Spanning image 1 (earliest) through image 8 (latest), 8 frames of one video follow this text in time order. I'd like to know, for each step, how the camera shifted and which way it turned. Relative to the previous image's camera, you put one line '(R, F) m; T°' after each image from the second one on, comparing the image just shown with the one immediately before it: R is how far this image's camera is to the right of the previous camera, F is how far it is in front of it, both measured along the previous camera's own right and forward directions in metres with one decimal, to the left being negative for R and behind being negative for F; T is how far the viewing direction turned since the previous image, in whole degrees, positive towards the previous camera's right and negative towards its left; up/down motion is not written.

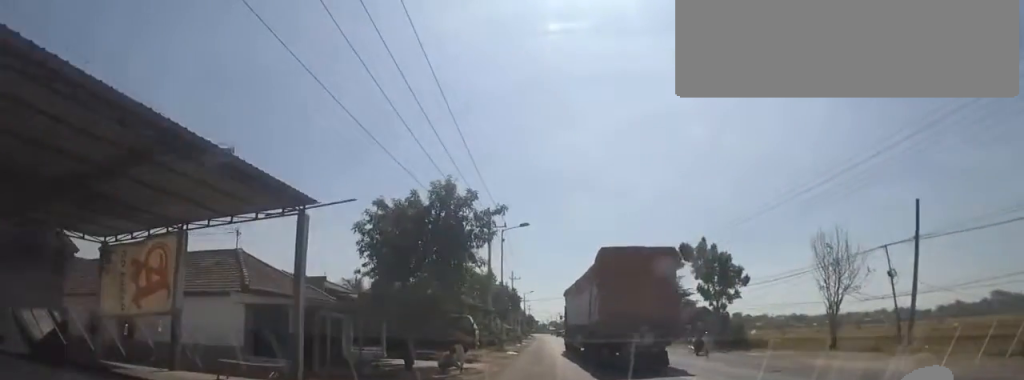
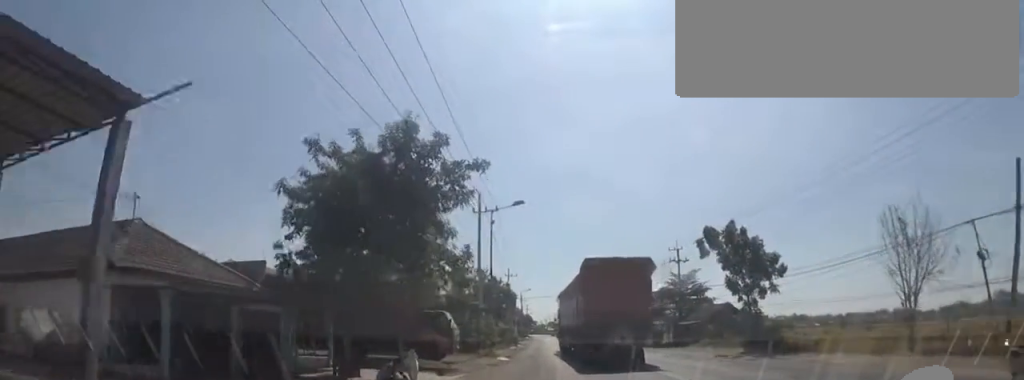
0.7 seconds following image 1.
(+0.3, +6.0) m; +3°
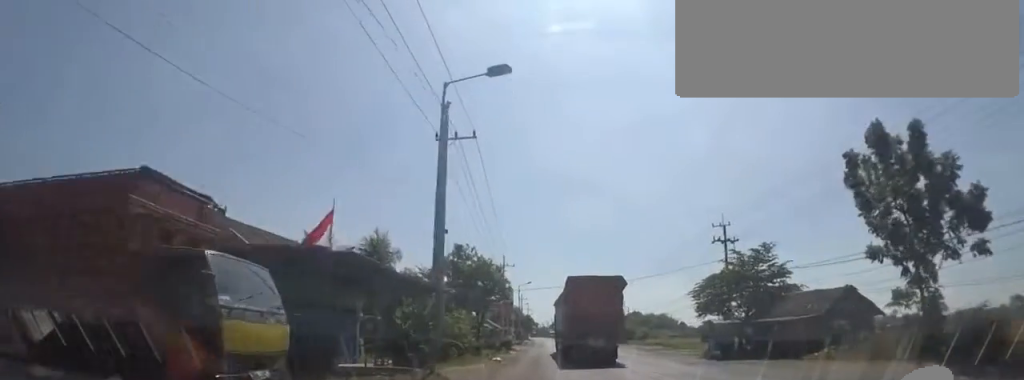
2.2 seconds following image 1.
(0.0, +14.7) m; 0°
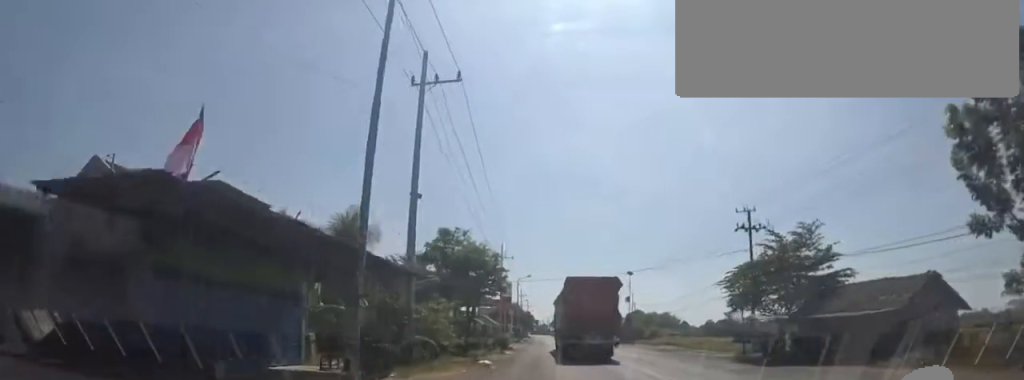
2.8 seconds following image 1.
(0.0, +5.0) m; +1°
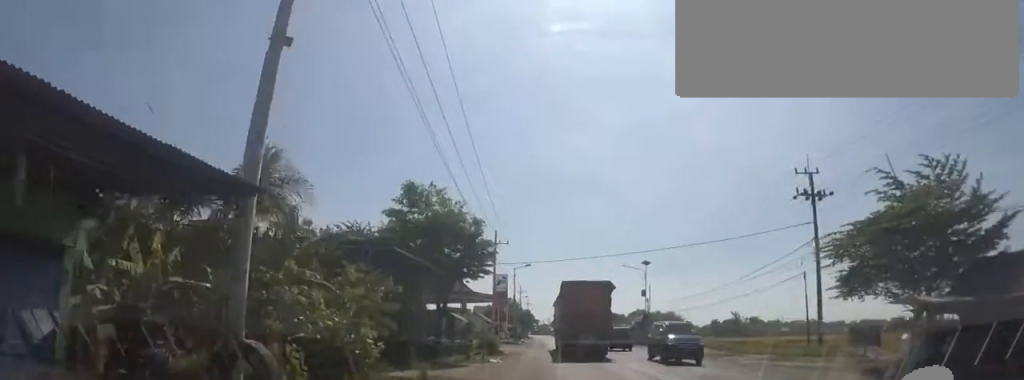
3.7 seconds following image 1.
(+0.2, +9.2) m; +1°
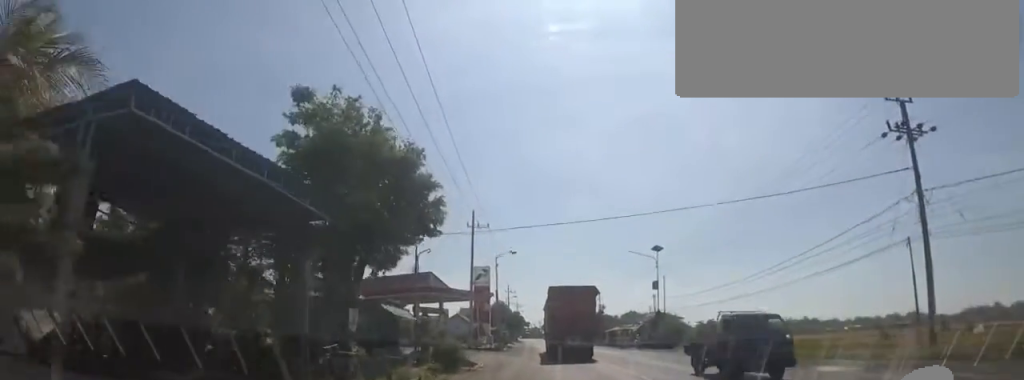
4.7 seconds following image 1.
(0.0, +9.5) m; -2°
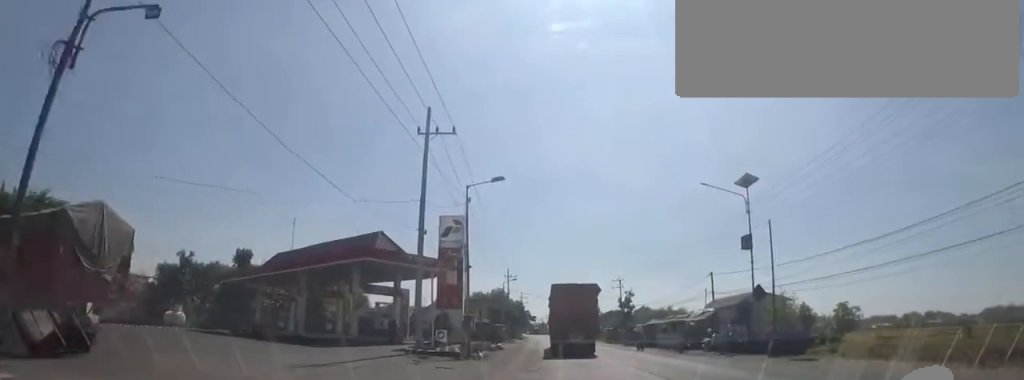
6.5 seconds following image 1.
(-0.4, +19.0) m; 0°
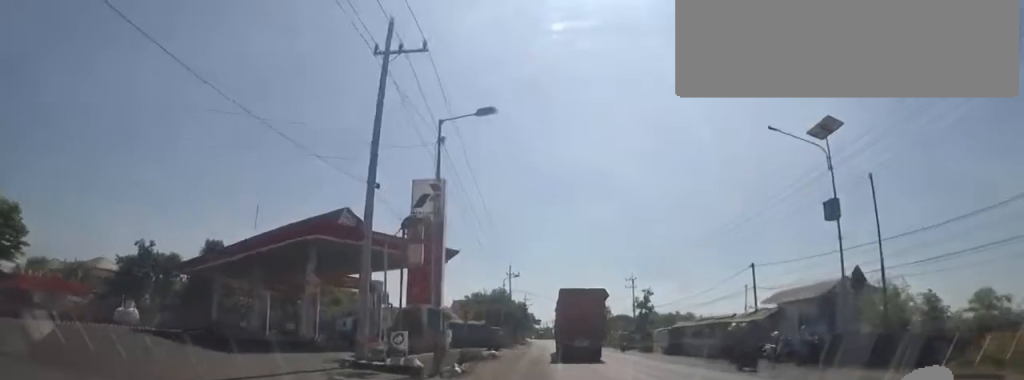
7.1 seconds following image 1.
(0.0, +7.6) m; -1°
